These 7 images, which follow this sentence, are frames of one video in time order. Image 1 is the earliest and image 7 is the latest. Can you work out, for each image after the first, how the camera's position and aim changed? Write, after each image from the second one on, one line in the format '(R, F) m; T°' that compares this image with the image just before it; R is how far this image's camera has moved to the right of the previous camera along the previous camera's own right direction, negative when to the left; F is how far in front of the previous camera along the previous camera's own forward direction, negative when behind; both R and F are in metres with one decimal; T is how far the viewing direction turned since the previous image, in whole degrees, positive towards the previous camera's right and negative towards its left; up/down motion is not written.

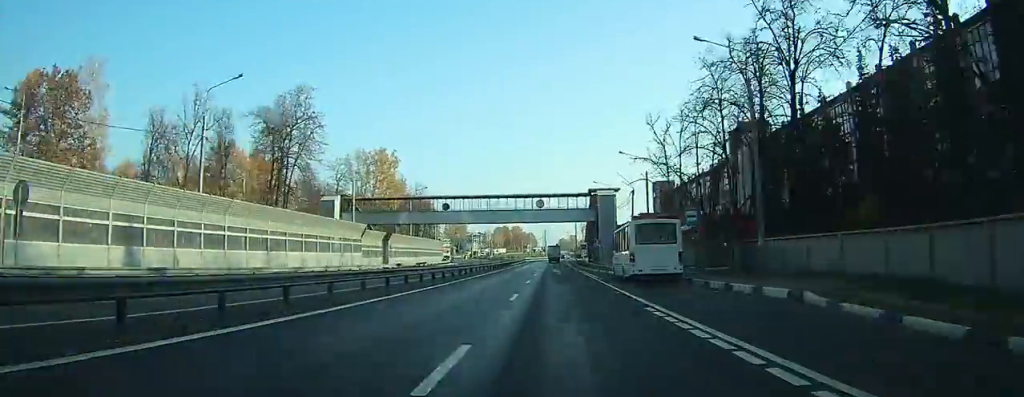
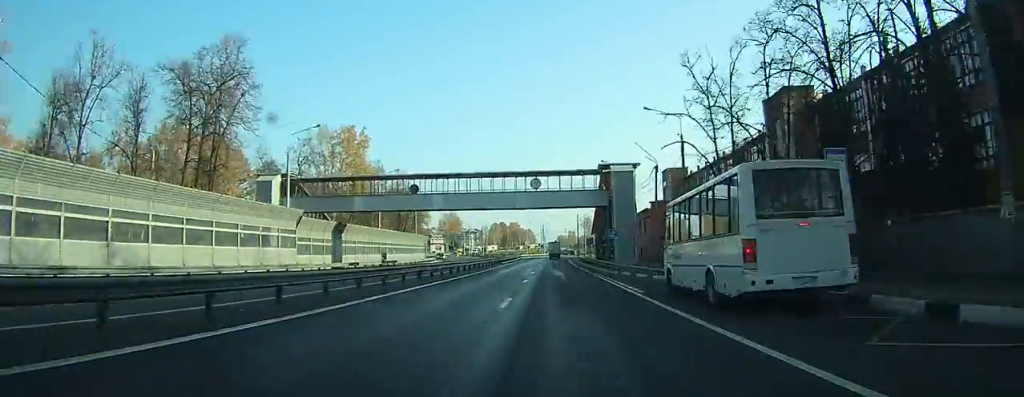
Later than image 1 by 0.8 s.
(-0.1, +15.1) m; 0°
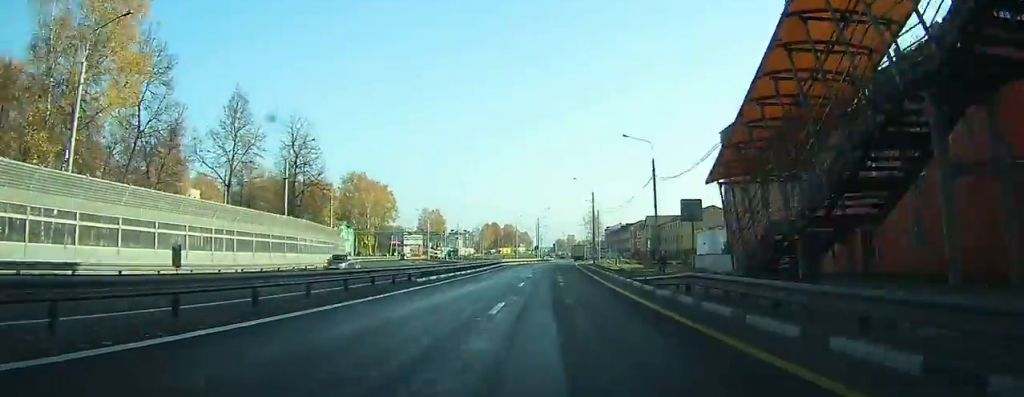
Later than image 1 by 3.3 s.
(-0.6, +48.0) m; 0°
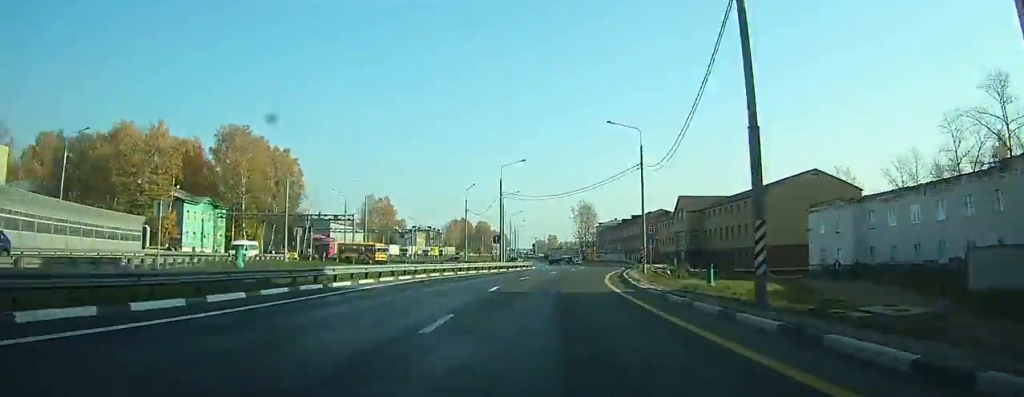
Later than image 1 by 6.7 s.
(+1.5, +62.5) m; +4°
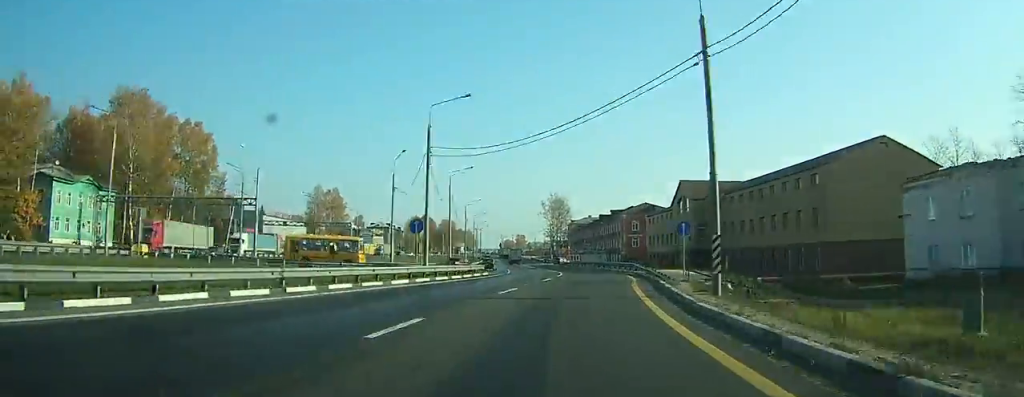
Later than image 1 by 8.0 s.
(+0.2, +24.4) m; +2°
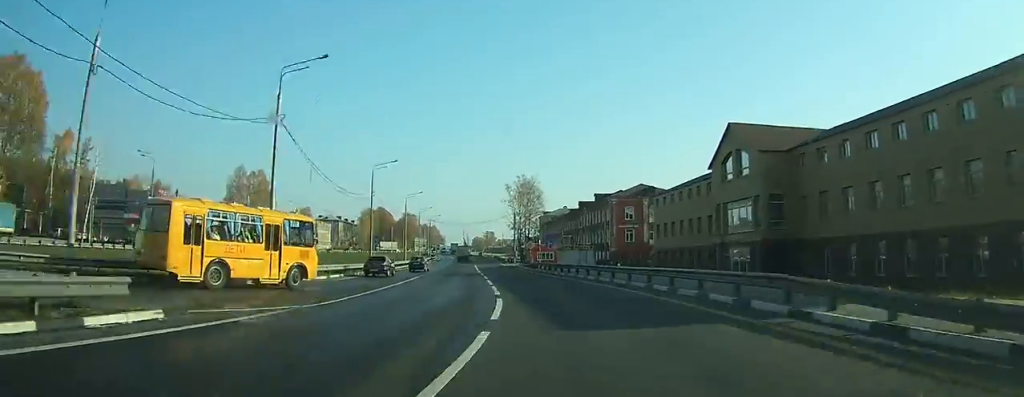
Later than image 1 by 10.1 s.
(+1.3, +36.9) m; +2°
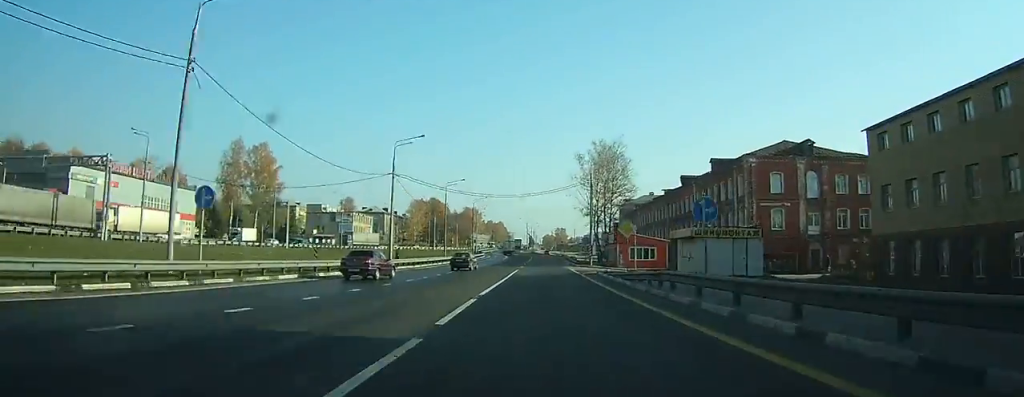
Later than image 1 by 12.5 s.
(-0.6, +41.6) m; -3°
